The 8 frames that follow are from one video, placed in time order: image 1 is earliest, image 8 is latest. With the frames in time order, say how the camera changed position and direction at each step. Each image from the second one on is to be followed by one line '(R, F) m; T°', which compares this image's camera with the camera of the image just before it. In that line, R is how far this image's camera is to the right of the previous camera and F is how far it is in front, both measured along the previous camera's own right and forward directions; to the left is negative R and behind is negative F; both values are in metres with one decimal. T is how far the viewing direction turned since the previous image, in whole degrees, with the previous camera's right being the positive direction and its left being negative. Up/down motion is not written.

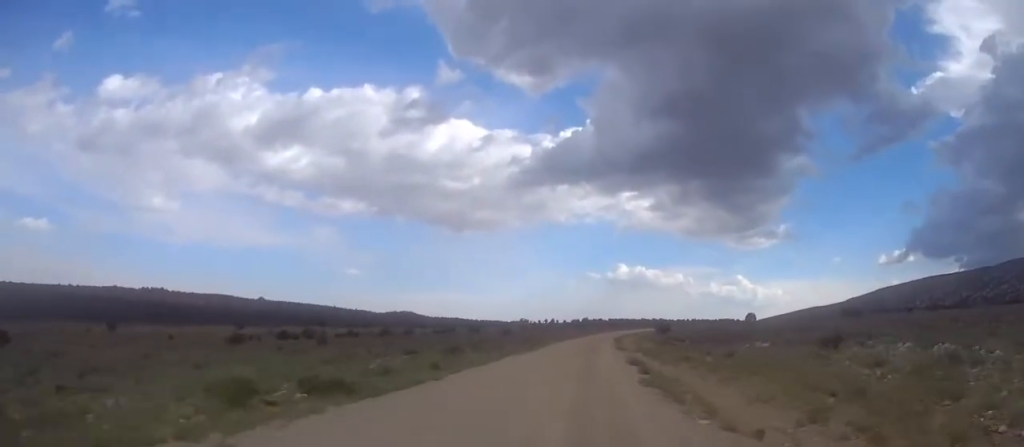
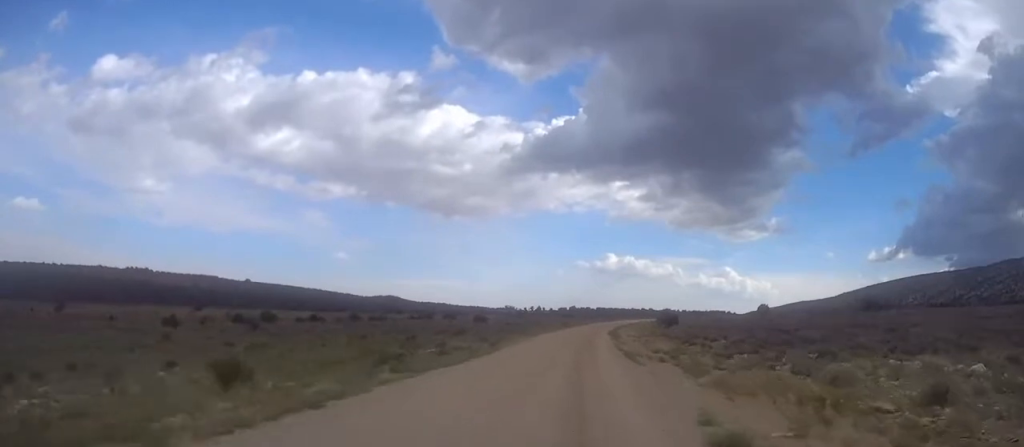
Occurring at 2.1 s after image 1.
(+0.7, +22.7) m; +2°
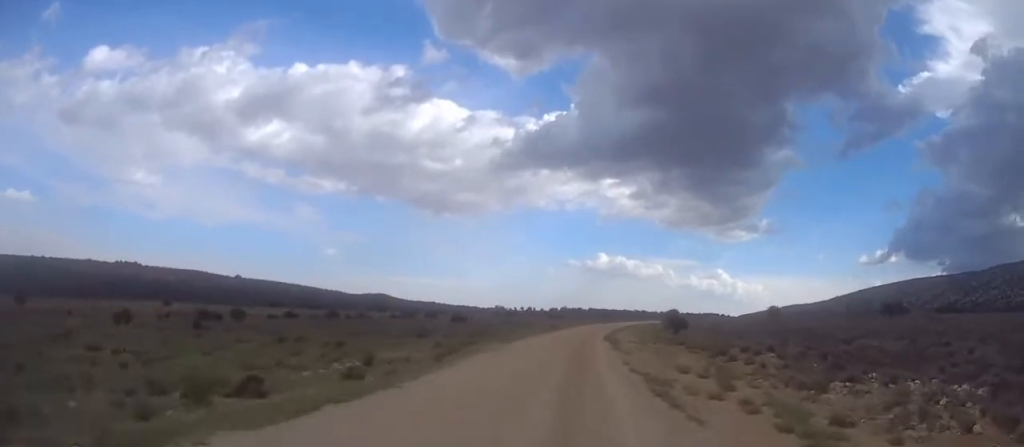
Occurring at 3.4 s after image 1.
(+0.1, +13.7) m; -1°
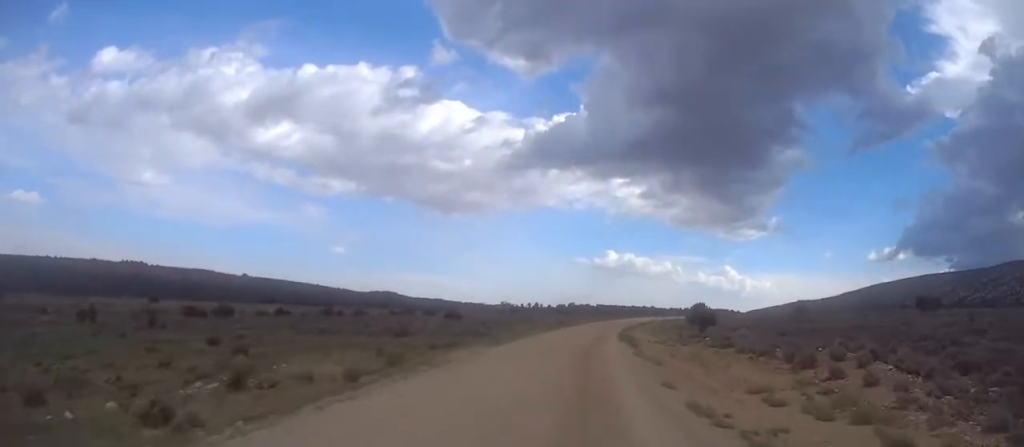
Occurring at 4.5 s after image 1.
(-0.1, +12.4) m; 0°
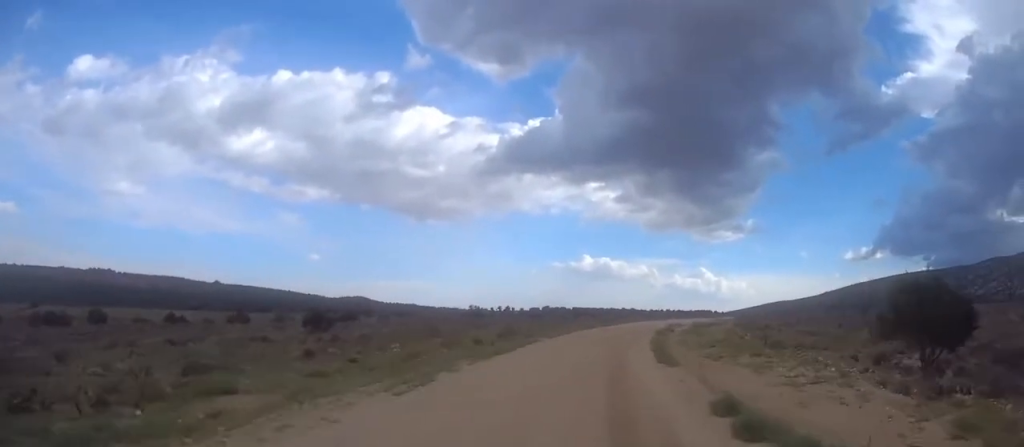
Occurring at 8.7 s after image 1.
(+1.4, +47.2) m; +3°
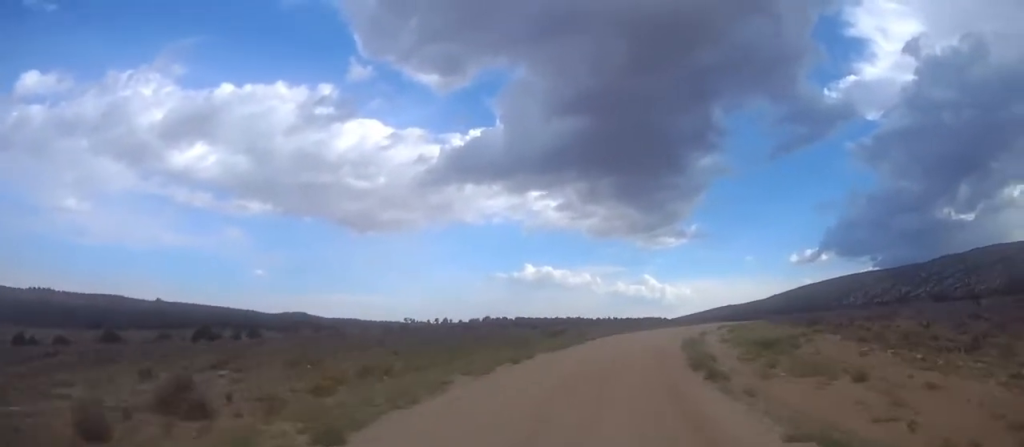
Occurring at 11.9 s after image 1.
(-0.4, +36.4) m; +4°
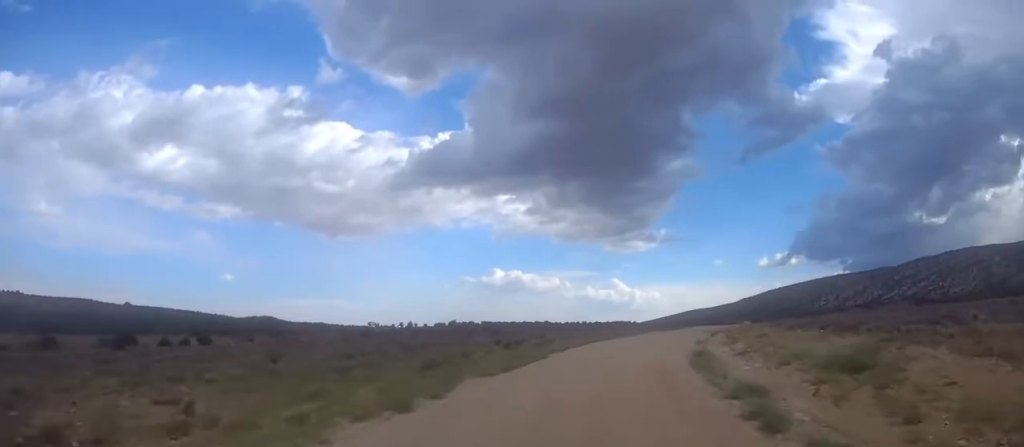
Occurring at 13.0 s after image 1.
(+1.1, +12.0) m; +3°
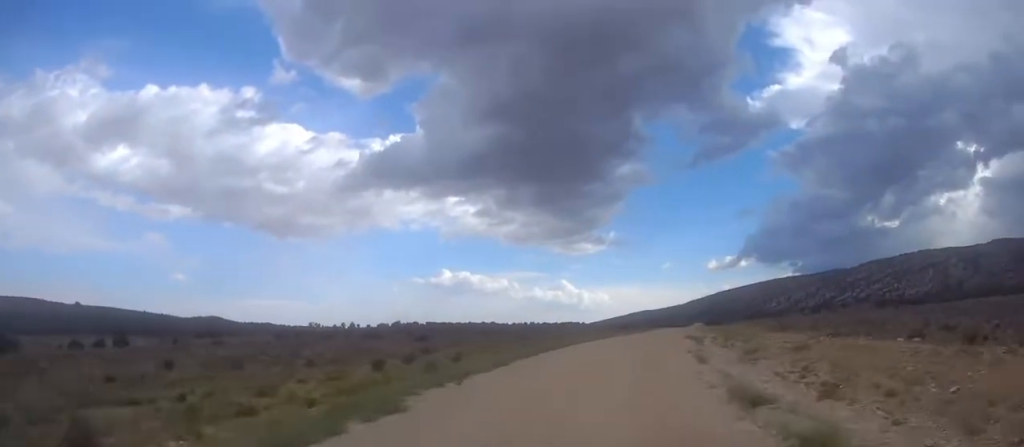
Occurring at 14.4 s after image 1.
(+0.7, +15.6) m; +4°
